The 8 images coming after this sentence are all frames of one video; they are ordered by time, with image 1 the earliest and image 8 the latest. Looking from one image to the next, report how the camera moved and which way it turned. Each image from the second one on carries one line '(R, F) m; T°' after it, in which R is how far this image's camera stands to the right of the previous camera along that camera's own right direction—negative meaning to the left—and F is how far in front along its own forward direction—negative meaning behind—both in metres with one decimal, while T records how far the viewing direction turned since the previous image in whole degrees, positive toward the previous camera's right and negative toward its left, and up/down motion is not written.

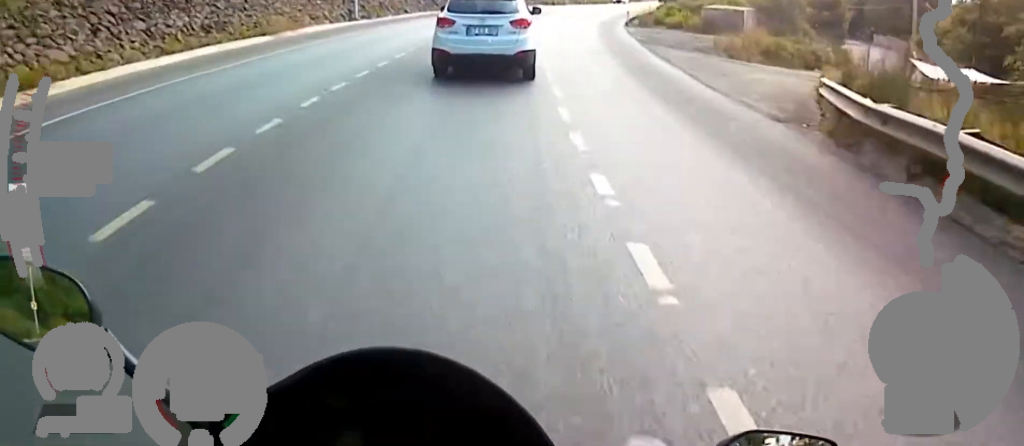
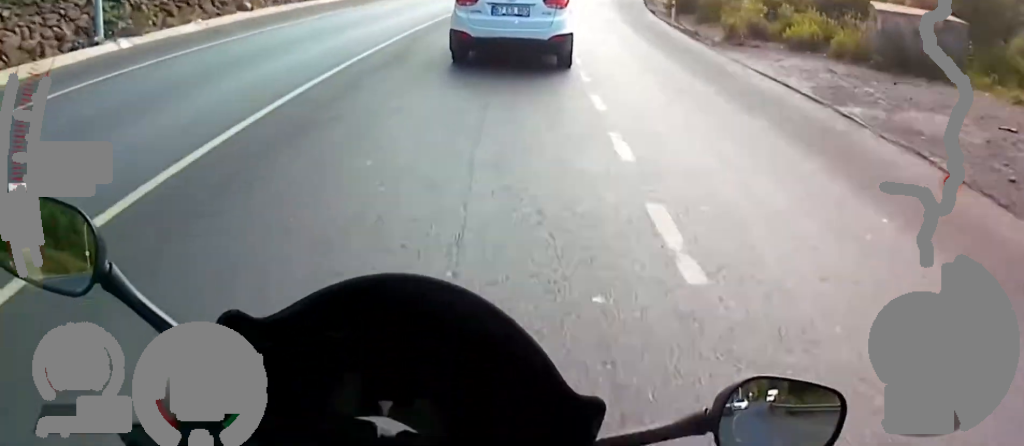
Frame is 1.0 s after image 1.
(+3.3, +31.3) m; +10°
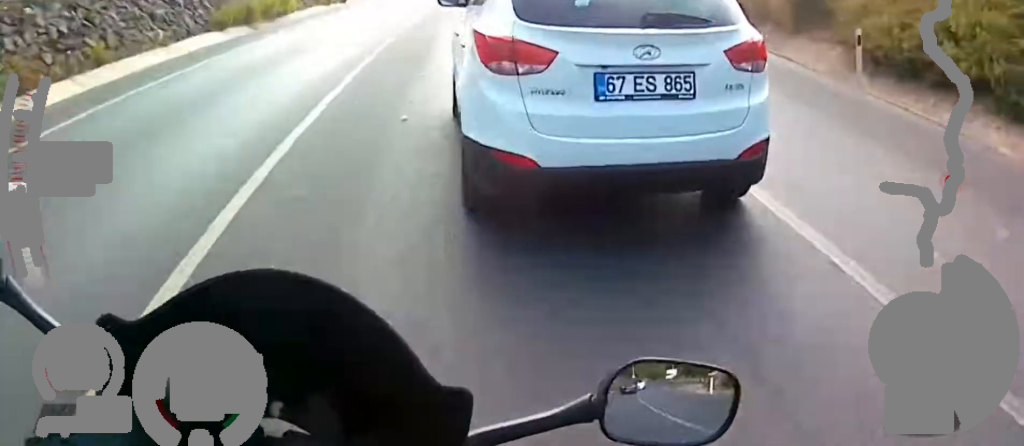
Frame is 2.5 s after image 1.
(+3.4, +53.7) m; +4°
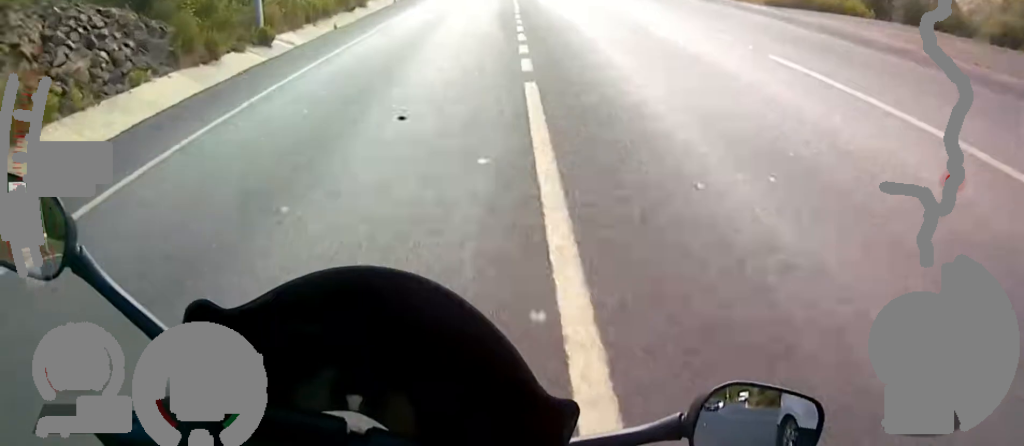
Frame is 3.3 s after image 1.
(0.0, +28.9) m; 0°
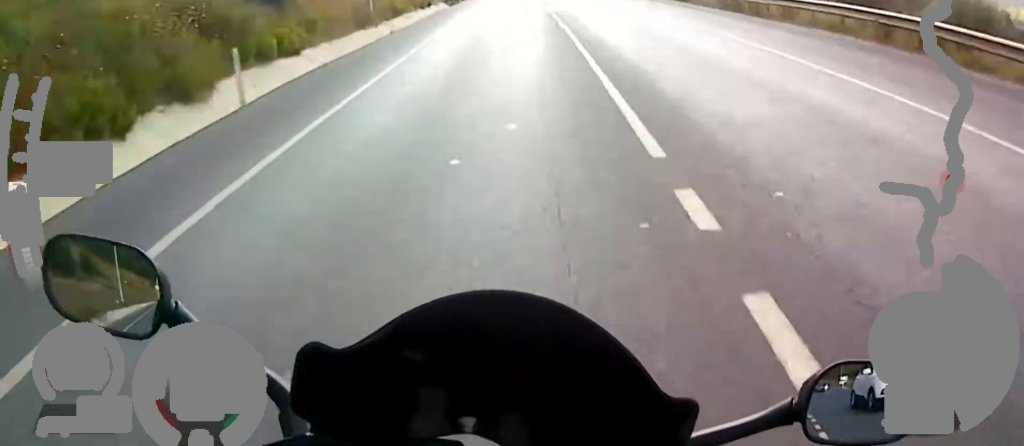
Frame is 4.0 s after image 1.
(+0.1, +23.2) m; -1°
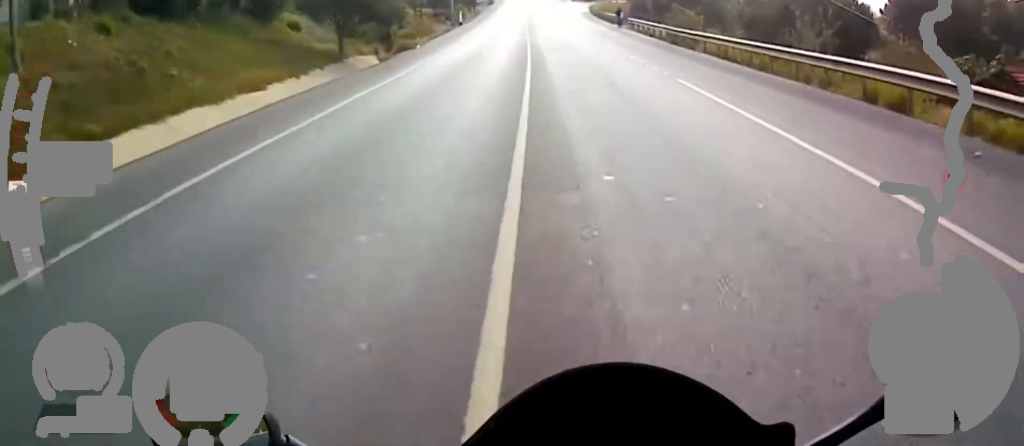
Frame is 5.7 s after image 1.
(-2.2, +52.2) m; -7°
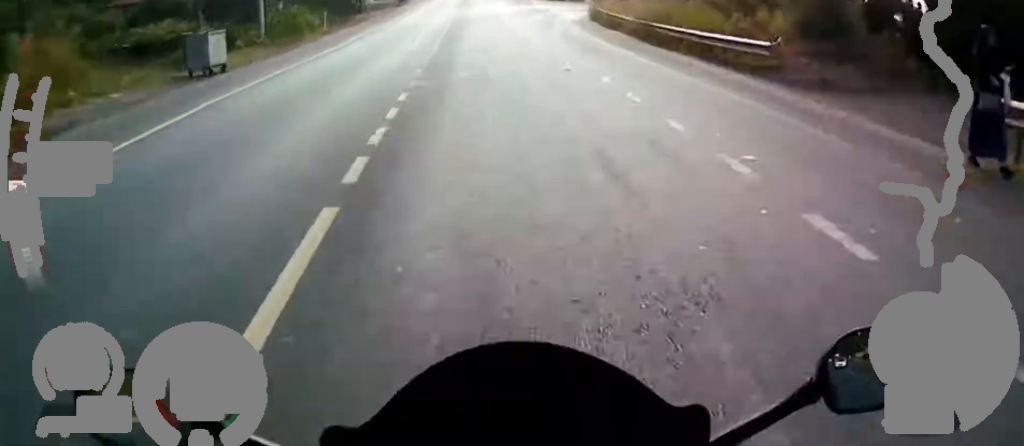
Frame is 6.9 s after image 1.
(-0.6, +31.7) m; +3°
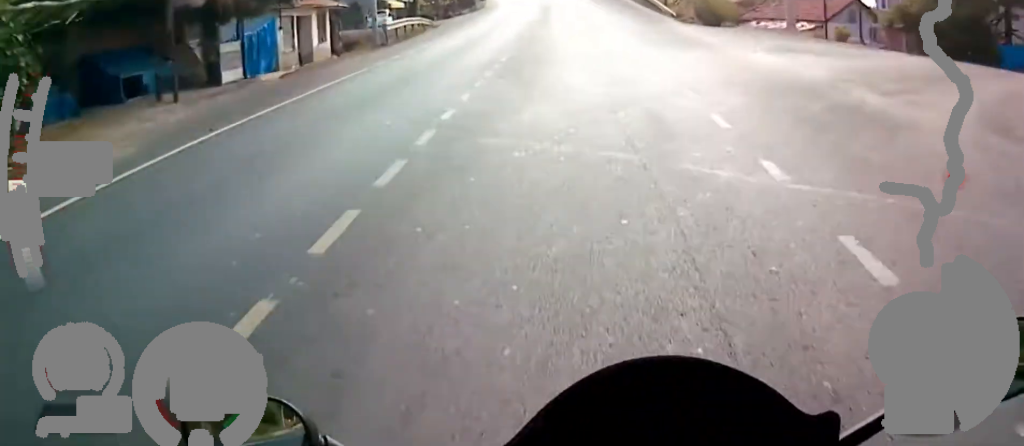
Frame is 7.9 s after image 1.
(+1.7, +30.7) m; 0°
